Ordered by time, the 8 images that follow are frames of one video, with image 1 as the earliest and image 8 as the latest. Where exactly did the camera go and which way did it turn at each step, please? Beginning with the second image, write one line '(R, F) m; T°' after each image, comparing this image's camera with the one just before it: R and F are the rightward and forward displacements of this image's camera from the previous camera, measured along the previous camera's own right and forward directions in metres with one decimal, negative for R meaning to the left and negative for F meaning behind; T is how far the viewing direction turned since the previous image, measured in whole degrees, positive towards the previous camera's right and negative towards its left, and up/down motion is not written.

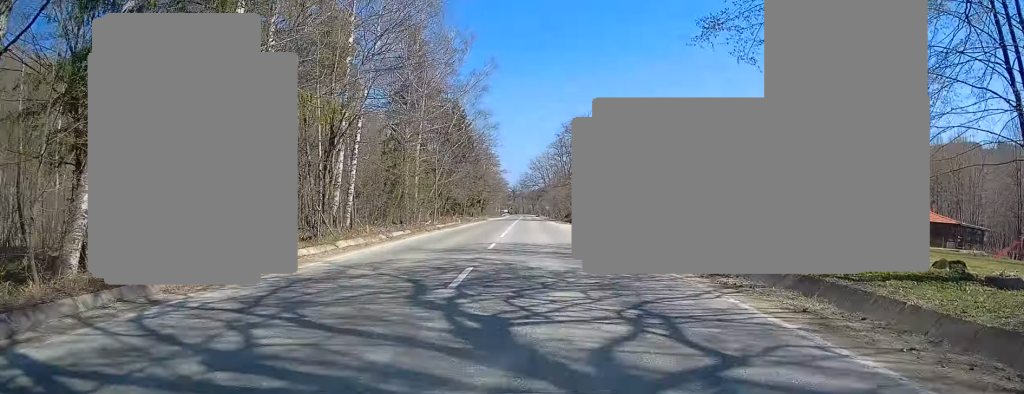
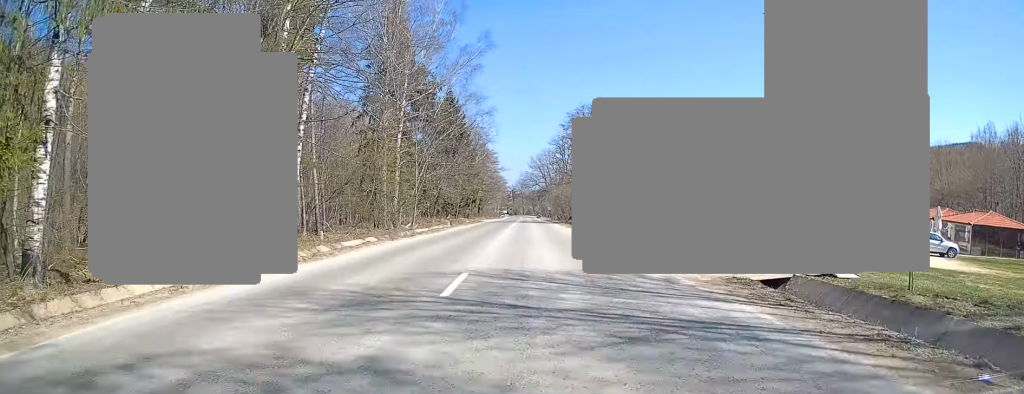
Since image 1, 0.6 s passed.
(-0.1, +9.8) m; 0°
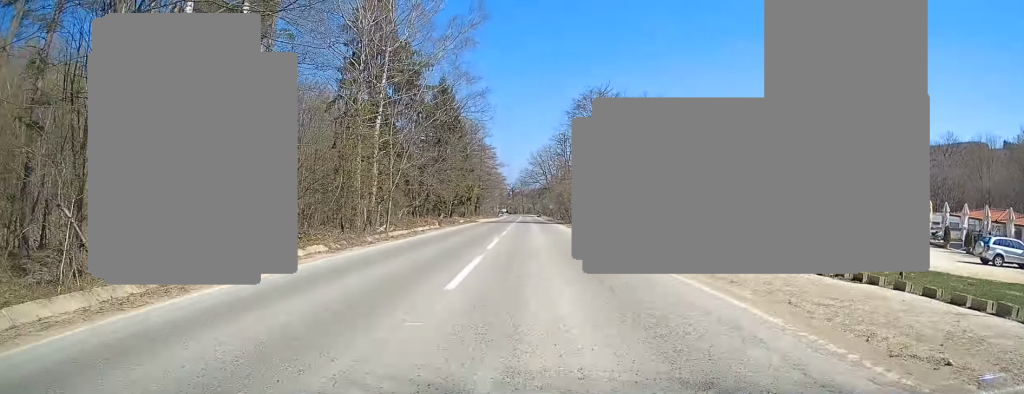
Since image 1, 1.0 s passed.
(0.0, +8.1) m; 0°
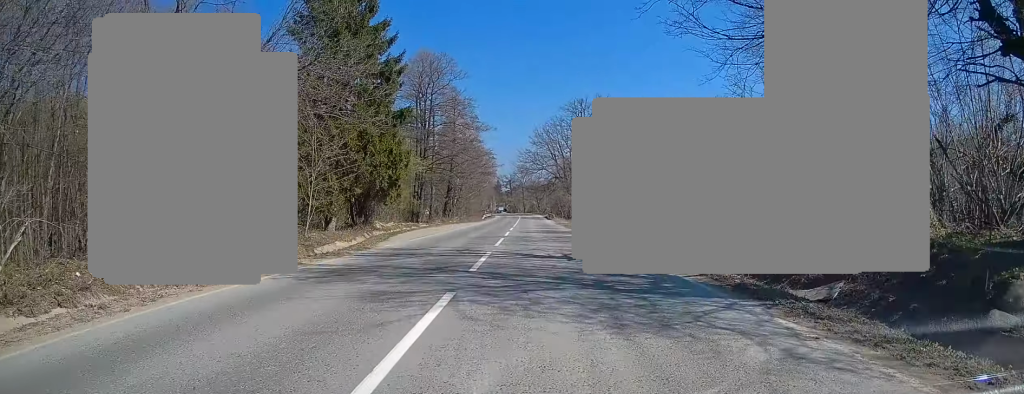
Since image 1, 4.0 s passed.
(0.0, +51.0) m; 0°
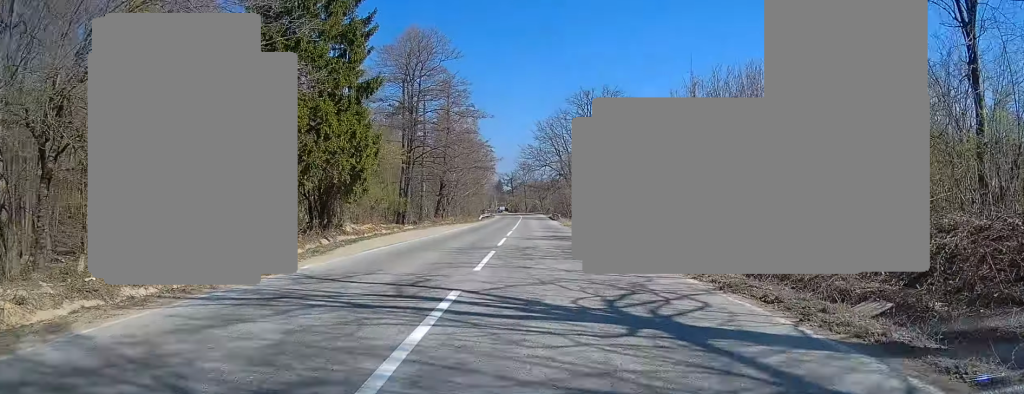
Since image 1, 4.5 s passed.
(0.0, +8.5) m; 0°
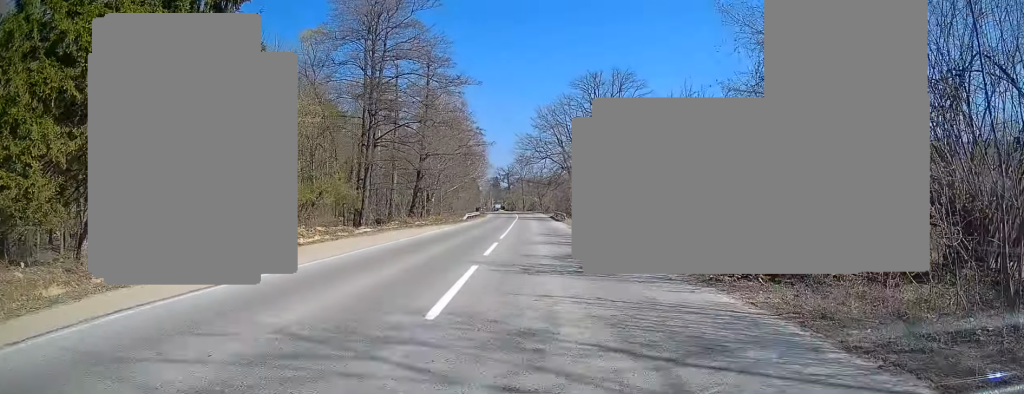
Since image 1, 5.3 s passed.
(-0.1, +14.2) m; 0°
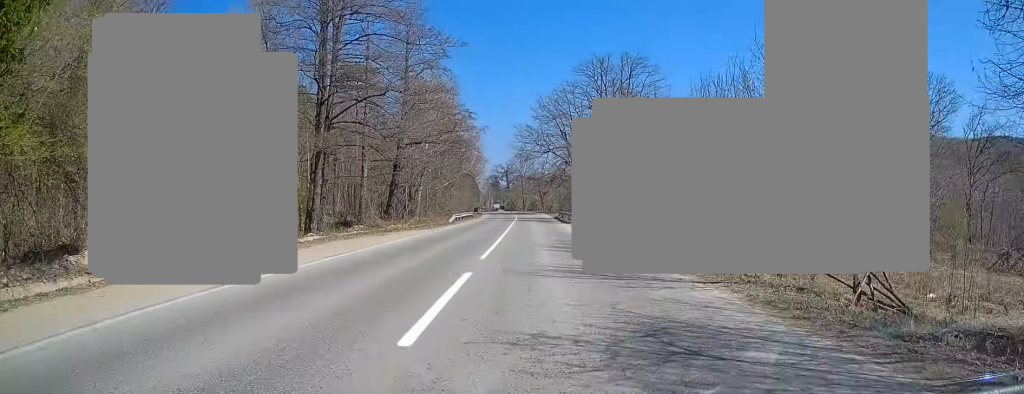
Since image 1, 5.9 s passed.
(0.0, +10.2) m; 0°
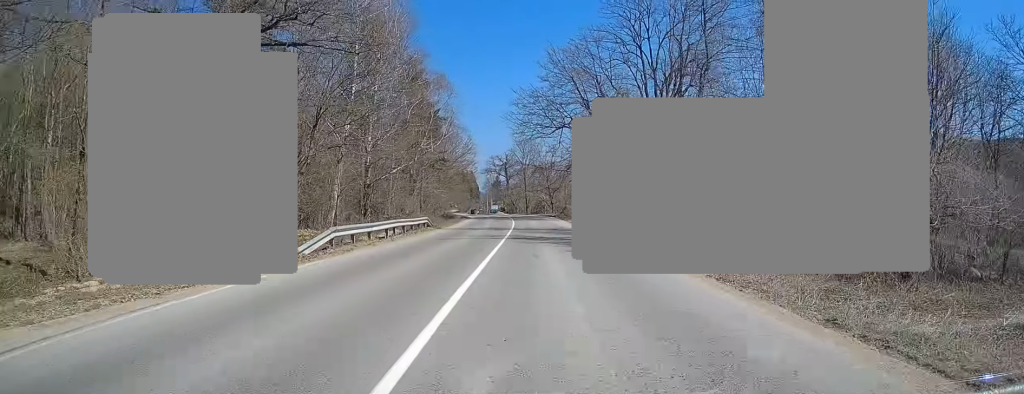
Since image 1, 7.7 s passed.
(0.0, +29.9) m; 0°
